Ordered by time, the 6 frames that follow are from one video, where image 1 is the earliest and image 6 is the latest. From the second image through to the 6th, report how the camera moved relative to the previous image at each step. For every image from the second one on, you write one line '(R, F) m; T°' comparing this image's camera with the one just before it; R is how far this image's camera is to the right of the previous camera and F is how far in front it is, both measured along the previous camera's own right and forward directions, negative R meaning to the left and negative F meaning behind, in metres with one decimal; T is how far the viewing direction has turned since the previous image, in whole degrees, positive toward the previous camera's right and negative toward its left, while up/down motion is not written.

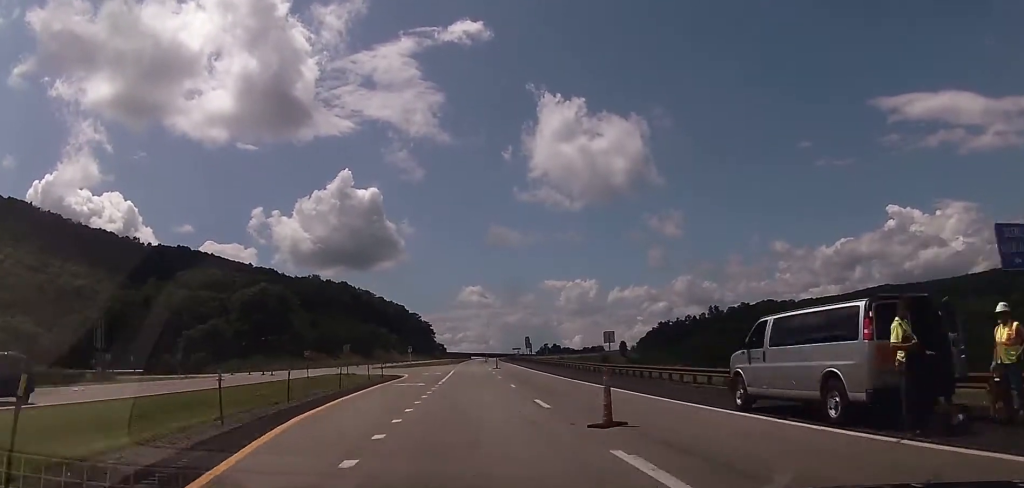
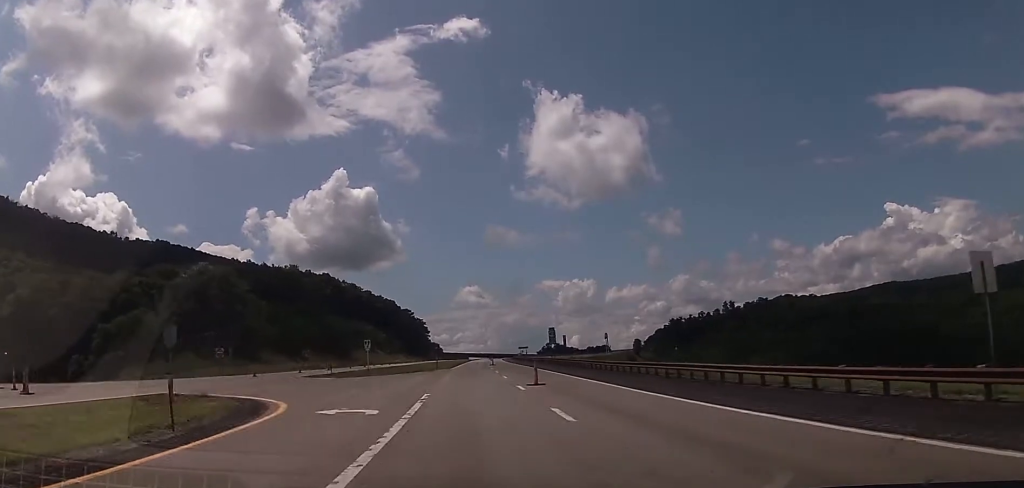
(+0.9, +40.5) m; +1°
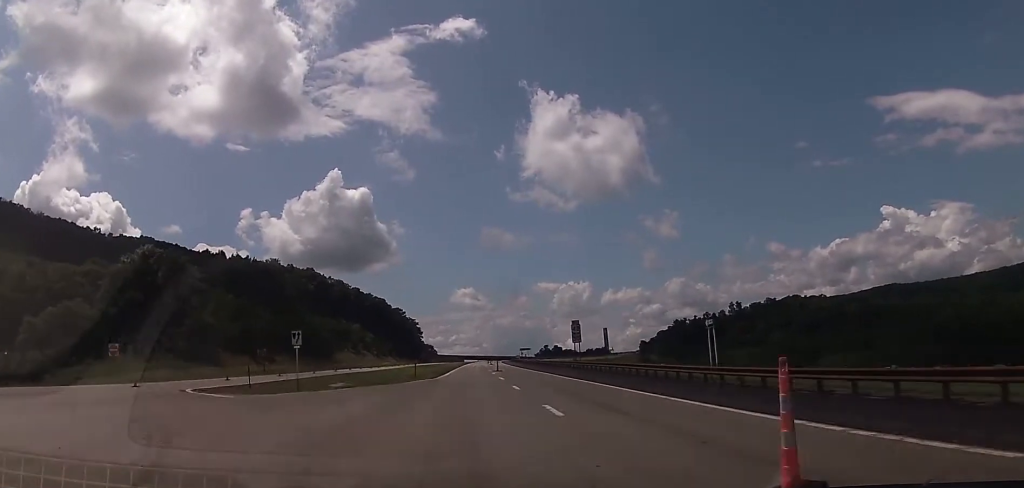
(-0.1, +23.3) m; -1°
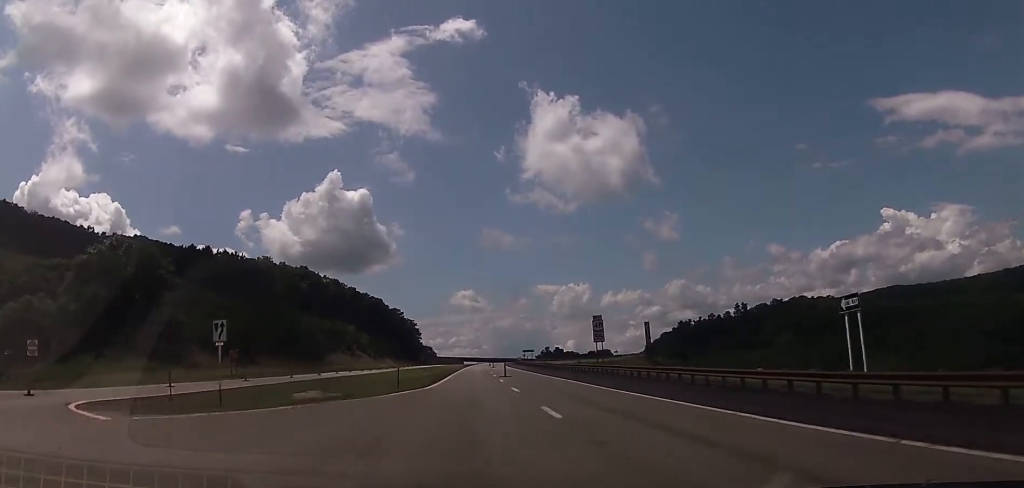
(+0.1, +11.4) m; -1°
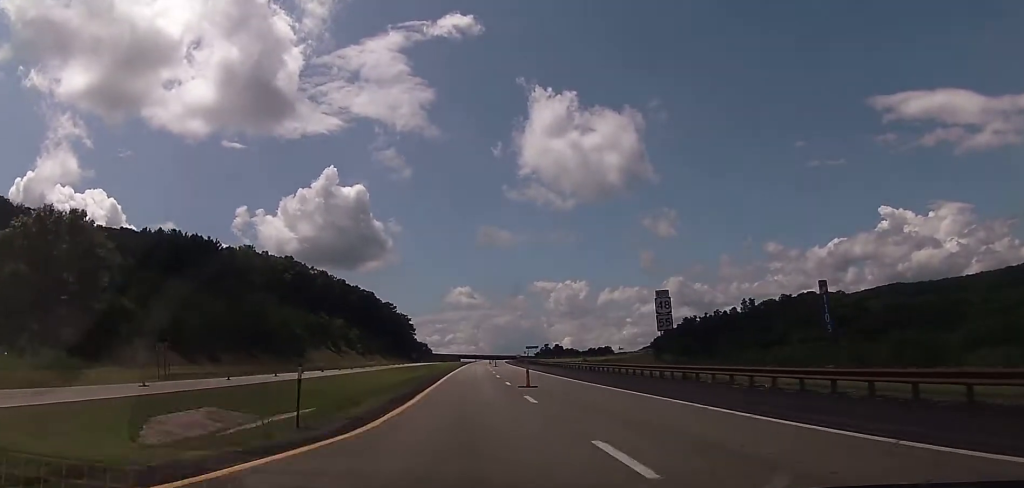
(-0.5, +19.8) m; 0°
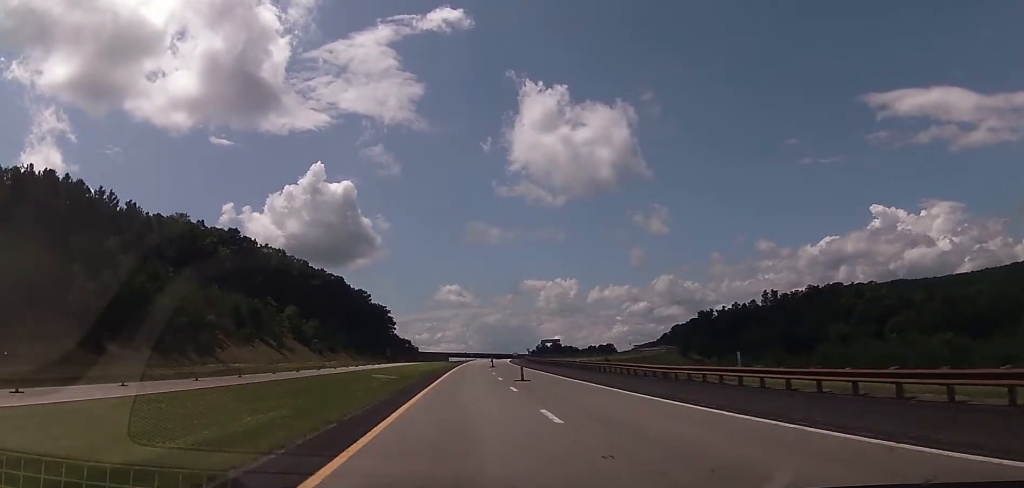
(+1.3, +54.8) m; +1°
